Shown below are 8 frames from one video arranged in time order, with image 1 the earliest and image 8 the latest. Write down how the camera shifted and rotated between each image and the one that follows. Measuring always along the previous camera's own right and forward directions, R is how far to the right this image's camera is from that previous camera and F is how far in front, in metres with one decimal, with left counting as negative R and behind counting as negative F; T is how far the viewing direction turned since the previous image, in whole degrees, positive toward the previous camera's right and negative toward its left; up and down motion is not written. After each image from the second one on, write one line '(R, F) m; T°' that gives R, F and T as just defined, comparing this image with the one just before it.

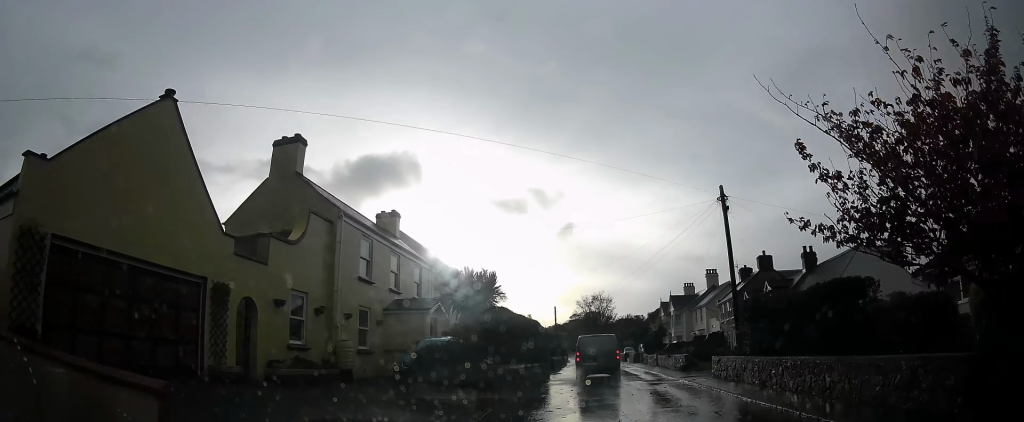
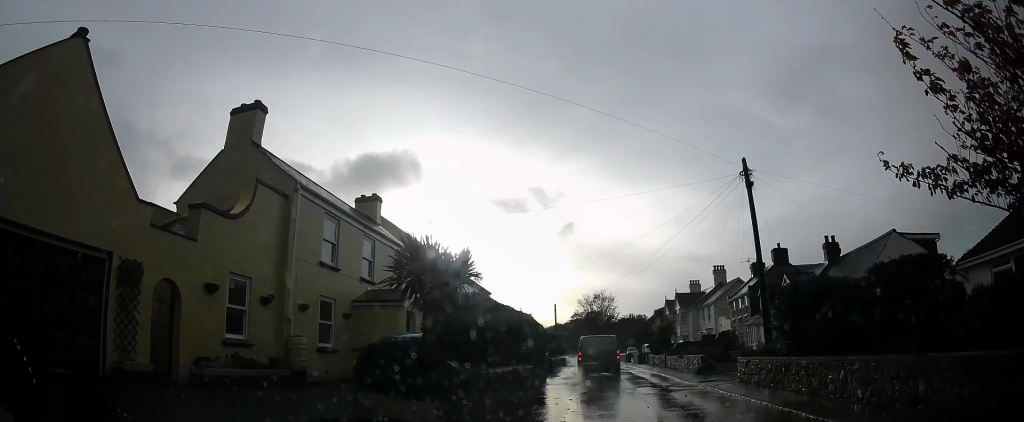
(0.0, +2.7) m; +1°
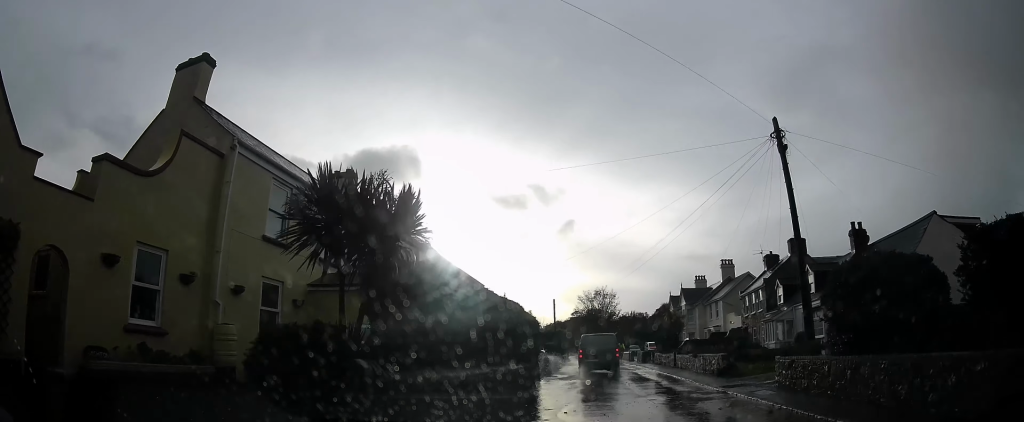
(0.0, +2.7) m; +1°
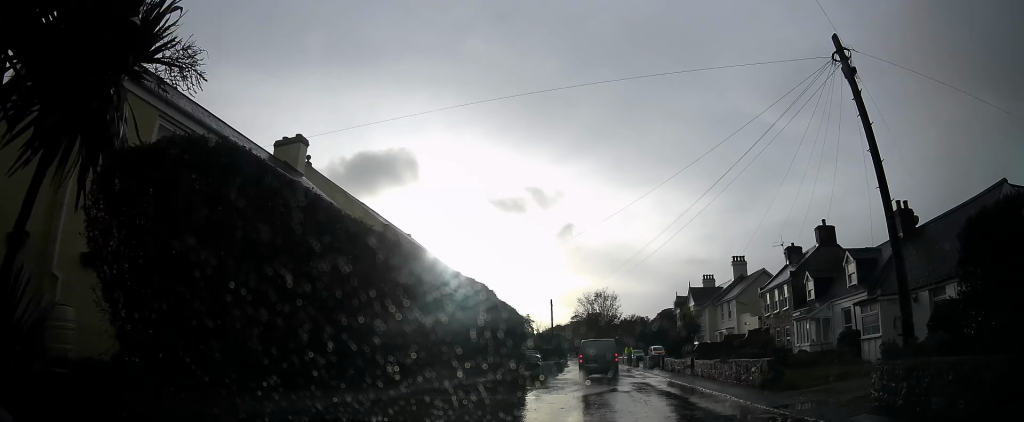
(+0.1, +3.9) m; +1°
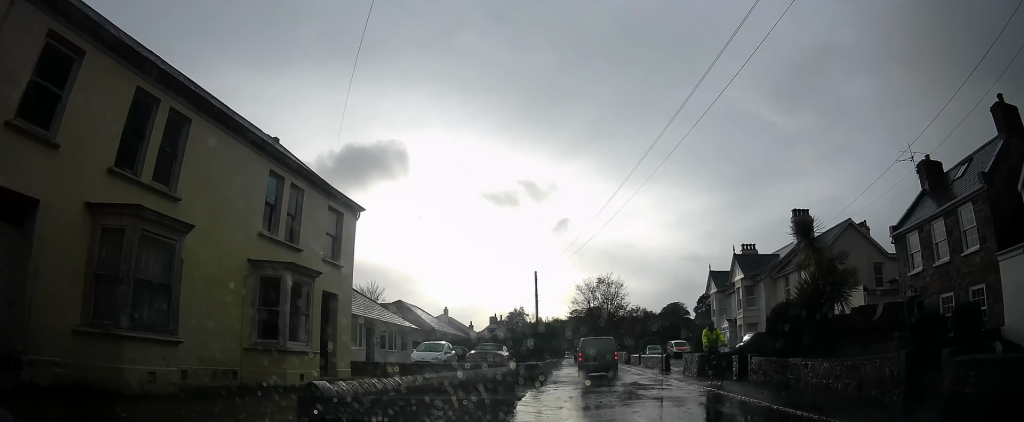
(+0.3, +14.7) m; +1°
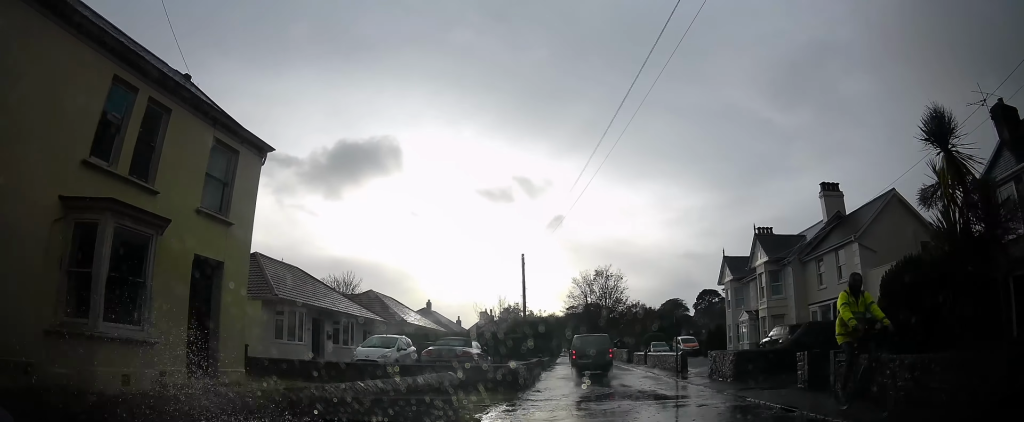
(0.0, +5.3) m; 0°
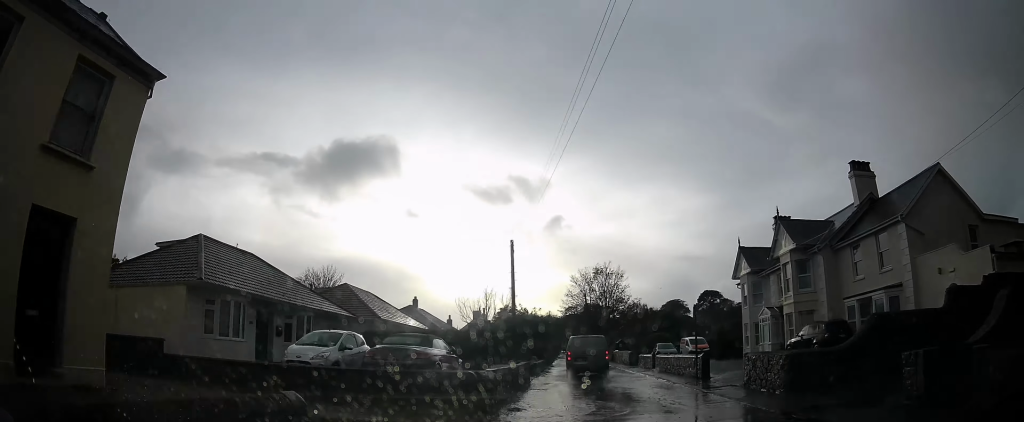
(0.0, +4.1) m; 0°
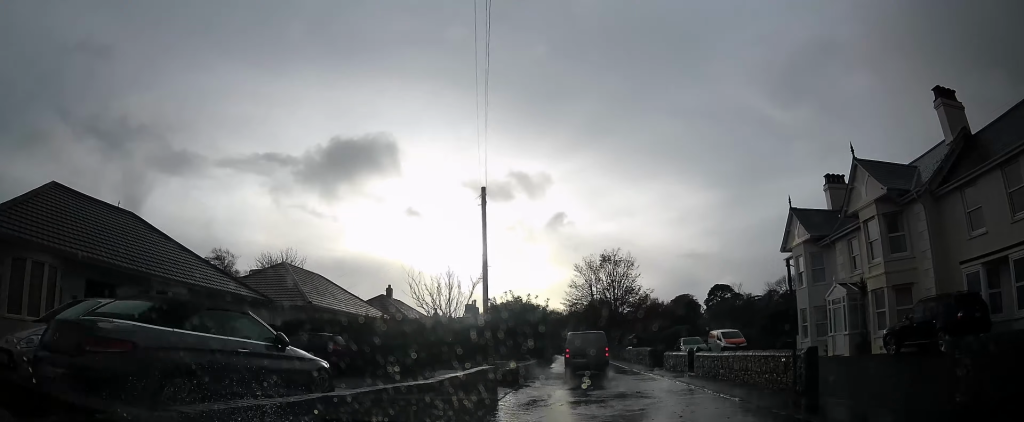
(0.0, +8.0) m; 0°
